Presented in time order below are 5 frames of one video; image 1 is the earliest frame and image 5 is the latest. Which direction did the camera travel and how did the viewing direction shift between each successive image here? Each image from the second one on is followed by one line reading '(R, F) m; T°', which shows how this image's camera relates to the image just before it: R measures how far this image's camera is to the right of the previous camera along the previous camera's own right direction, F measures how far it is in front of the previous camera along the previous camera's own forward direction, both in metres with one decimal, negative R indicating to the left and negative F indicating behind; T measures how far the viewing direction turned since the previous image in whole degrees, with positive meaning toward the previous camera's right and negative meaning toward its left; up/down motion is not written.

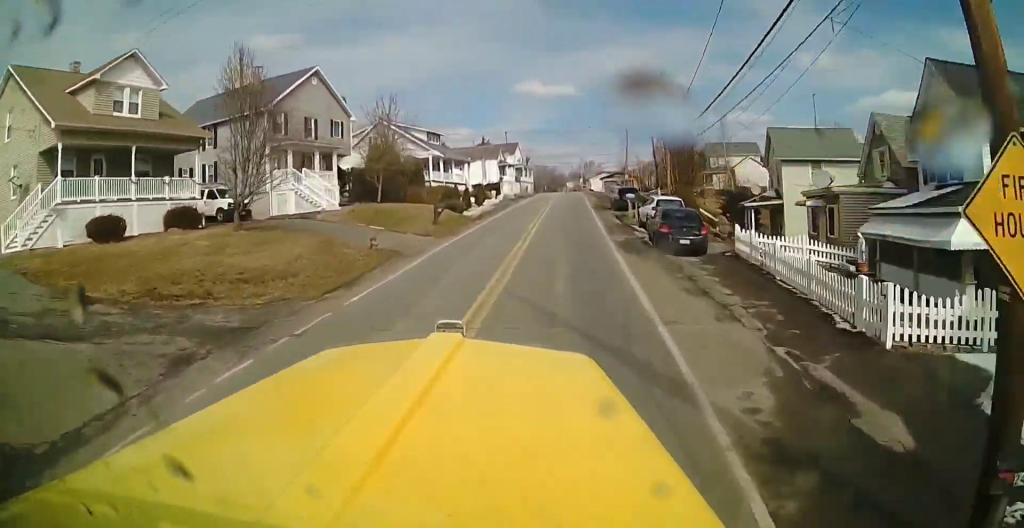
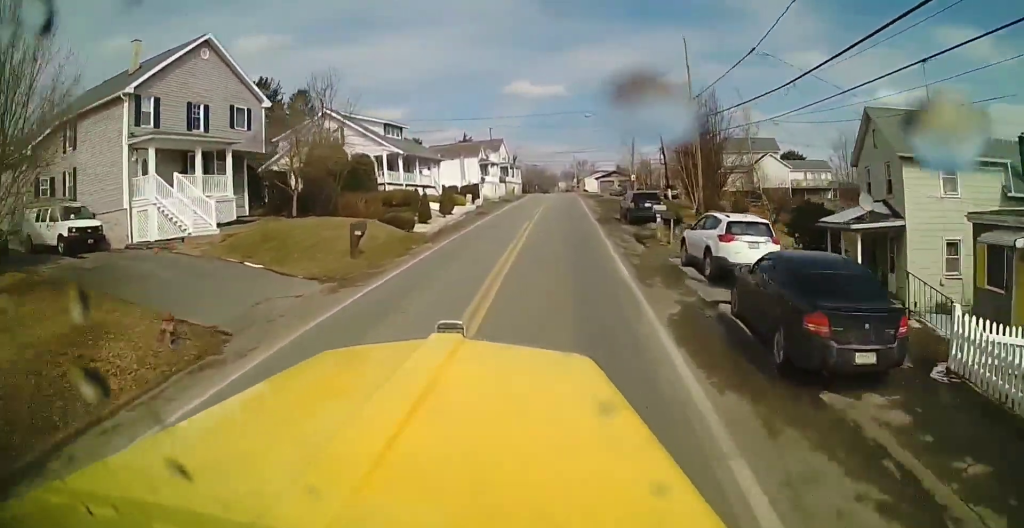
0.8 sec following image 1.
(0.0, +12.5) m; +1°
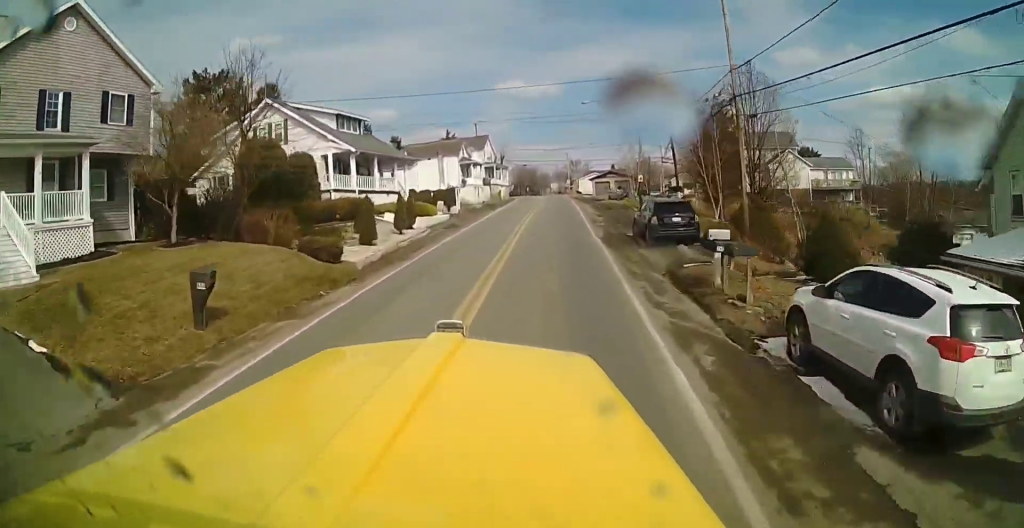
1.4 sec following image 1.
(+0.1, +9.3) m; 0°
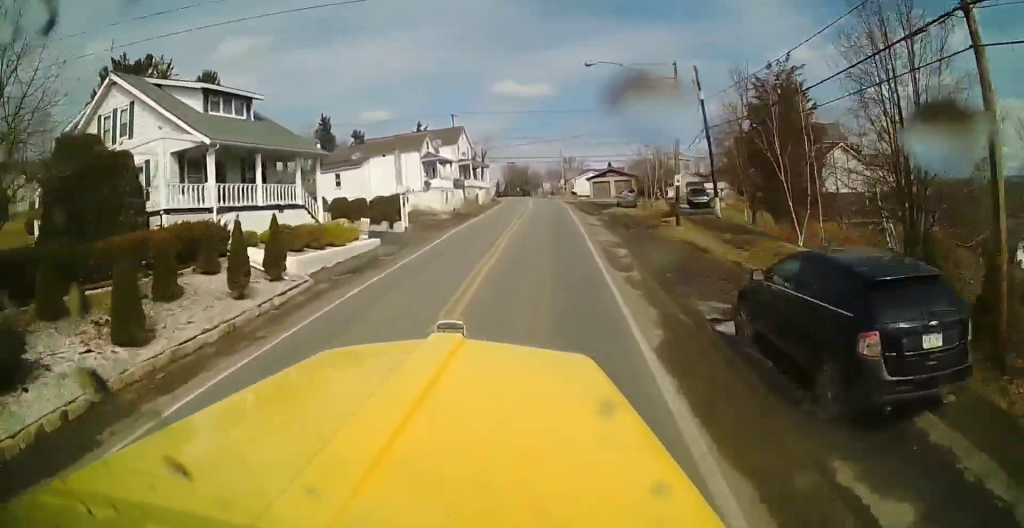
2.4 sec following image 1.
(0.0, +15.4) m; -1°
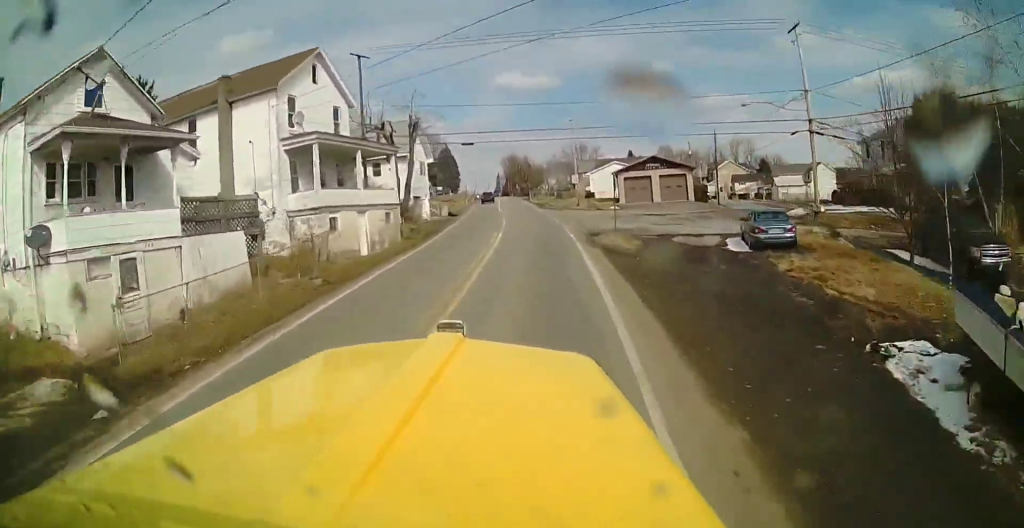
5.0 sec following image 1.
(-0.7, +40.4) m; -2°
